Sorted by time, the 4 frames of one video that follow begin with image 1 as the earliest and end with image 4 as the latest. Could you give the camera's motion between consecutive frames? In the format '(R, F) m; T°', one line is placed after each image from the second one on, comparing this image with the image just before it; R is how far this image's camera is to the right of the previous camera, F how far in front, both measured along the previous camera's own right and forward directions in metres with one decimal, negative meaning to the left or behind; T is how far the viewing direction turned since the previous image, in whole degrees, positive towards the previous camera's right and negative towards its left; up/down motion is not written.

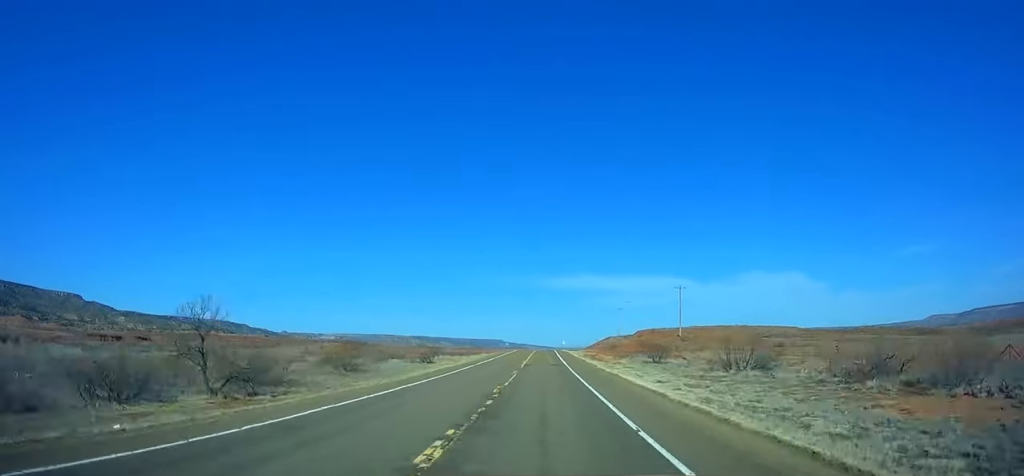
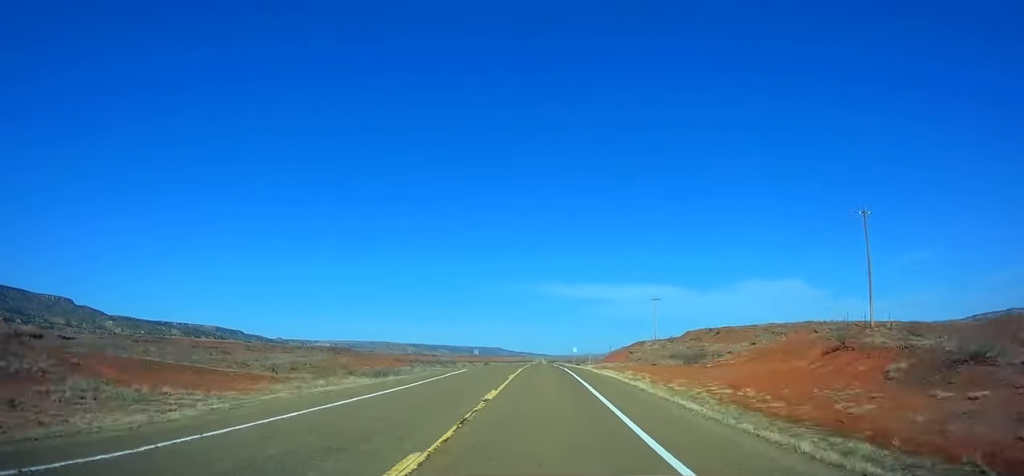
(-1.6, +70.8) m; 0°
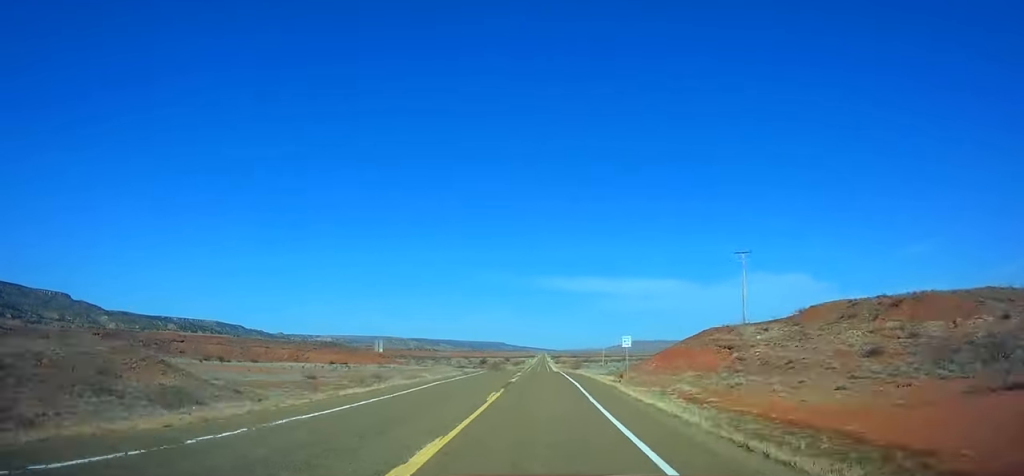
(+0.8, +60.2) m; 0°
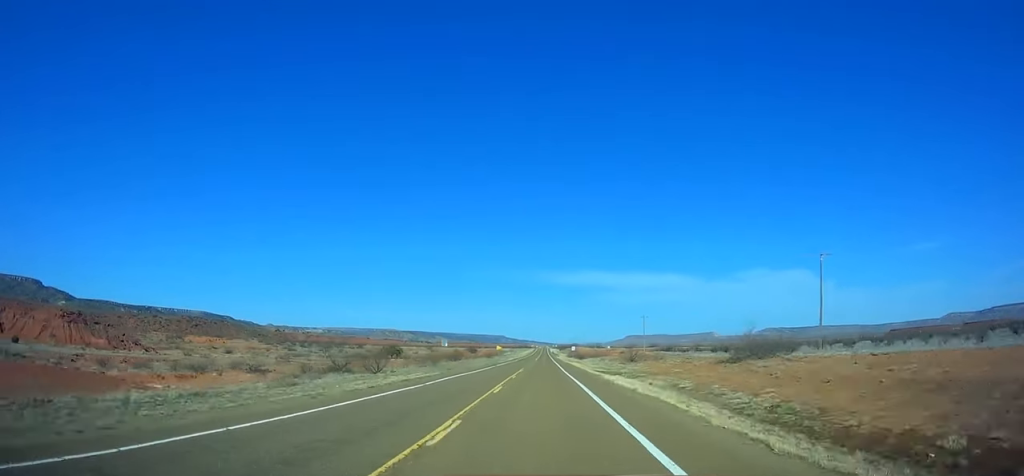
(-0.7, +294.1) m; 0°
